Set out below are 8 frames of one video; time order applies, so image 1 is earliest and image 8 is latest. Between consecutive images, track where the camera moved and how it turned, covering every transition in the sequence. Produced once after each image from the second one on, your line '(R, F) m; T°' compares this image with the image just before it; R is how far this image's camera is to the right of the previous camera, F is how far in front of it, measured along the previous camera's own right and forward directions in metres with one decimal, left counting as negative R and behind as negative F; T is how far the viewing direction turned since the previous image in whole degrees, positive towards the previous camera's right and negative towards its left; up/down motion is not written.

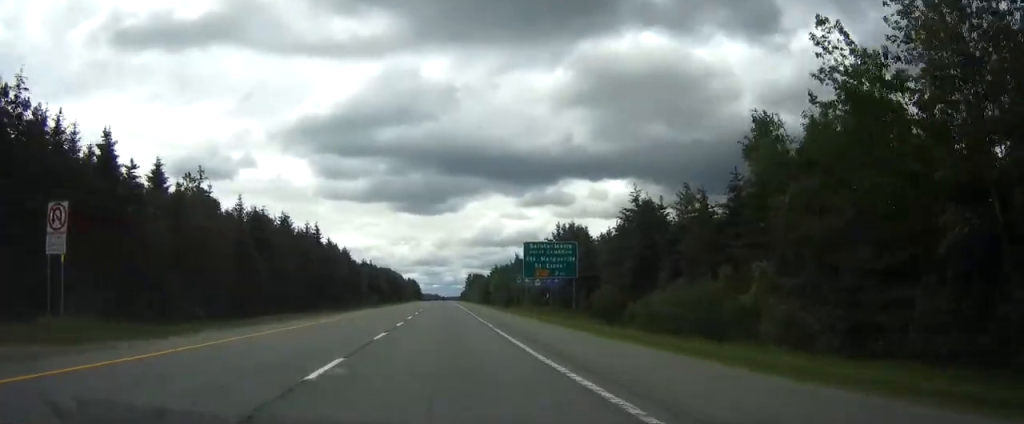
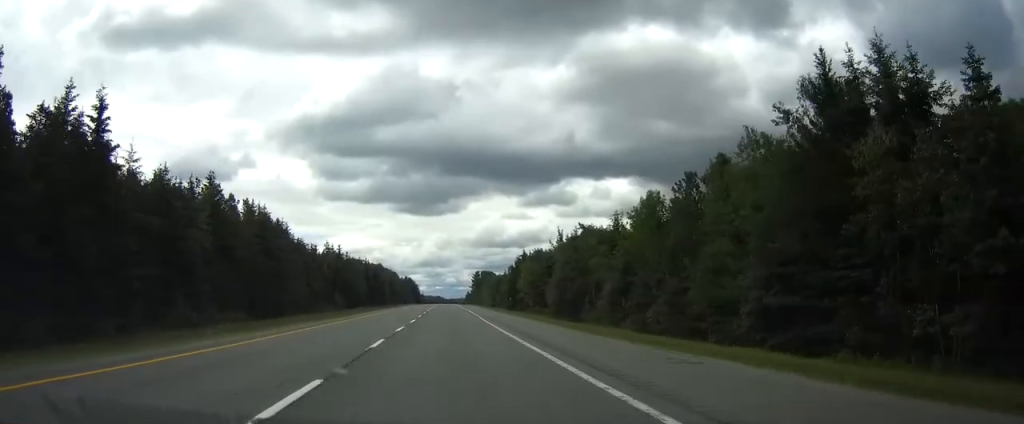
(+0.2, +72.6) m; 0°
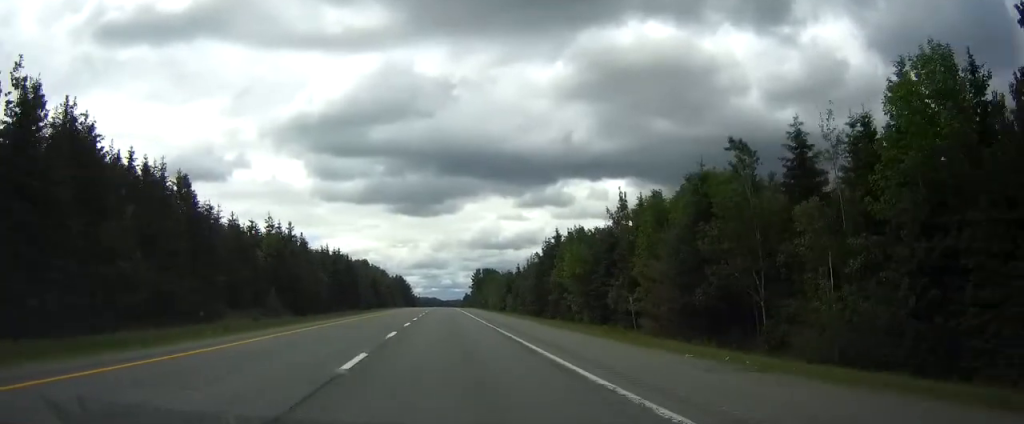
(0.0, +48.1) m; 0°
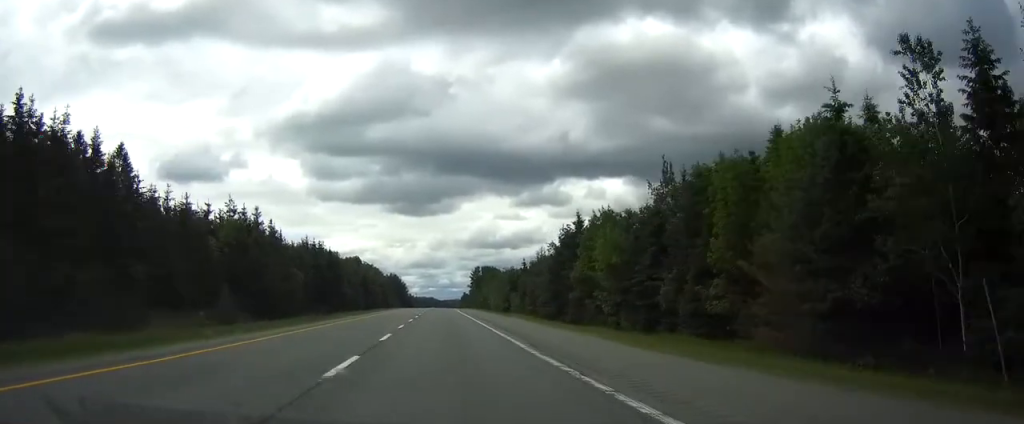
(0.0, +18.5) m; 0°
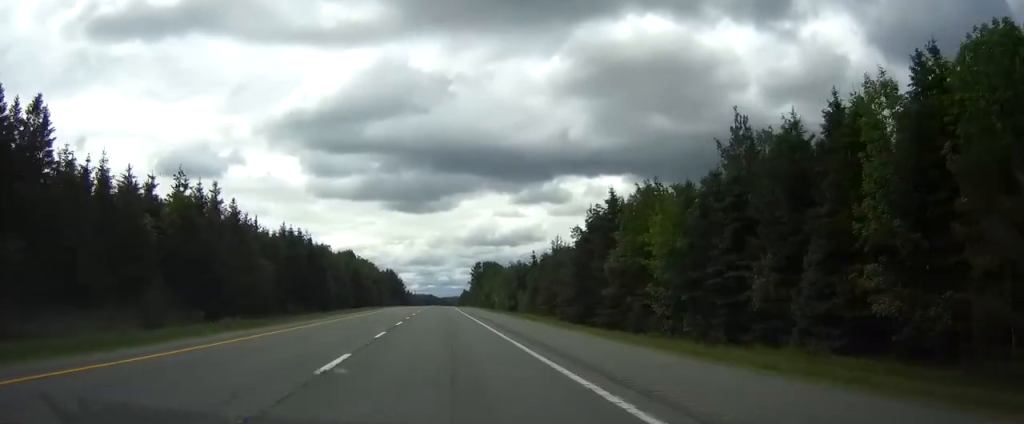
(+0.1, +17.5) m; 0°
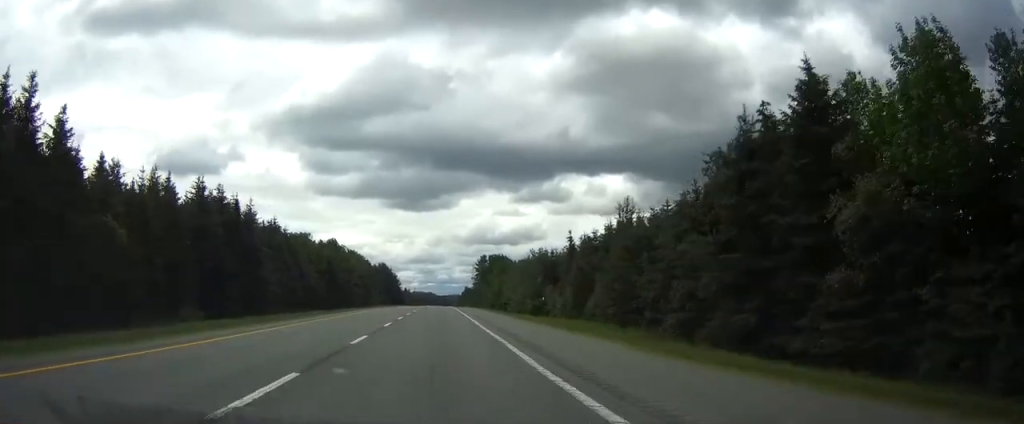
(+0.1, +39.0) m; 0°
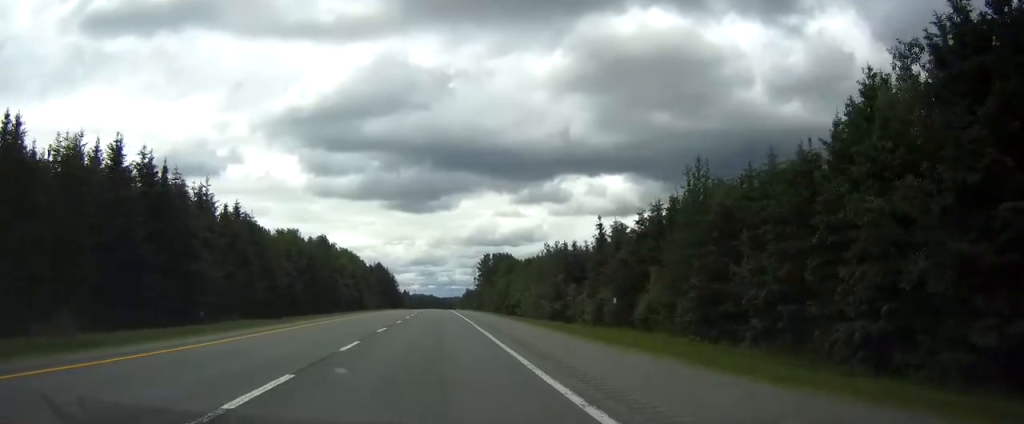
(0.0, +18.4) m; 0°
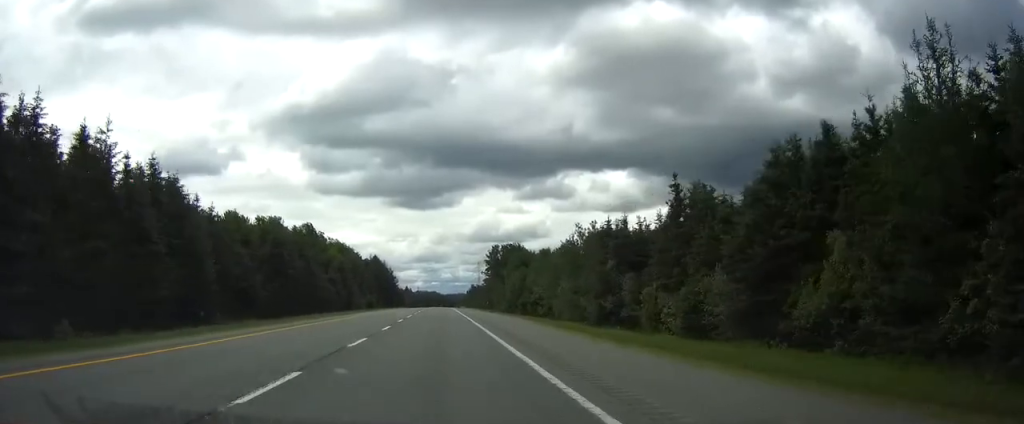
(0.0, +25.5) m; 0°
